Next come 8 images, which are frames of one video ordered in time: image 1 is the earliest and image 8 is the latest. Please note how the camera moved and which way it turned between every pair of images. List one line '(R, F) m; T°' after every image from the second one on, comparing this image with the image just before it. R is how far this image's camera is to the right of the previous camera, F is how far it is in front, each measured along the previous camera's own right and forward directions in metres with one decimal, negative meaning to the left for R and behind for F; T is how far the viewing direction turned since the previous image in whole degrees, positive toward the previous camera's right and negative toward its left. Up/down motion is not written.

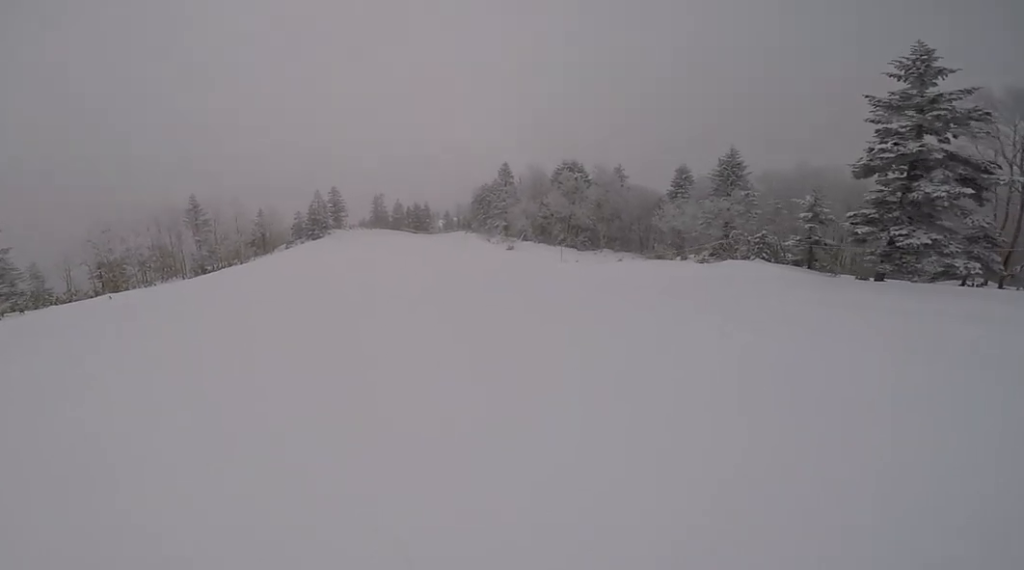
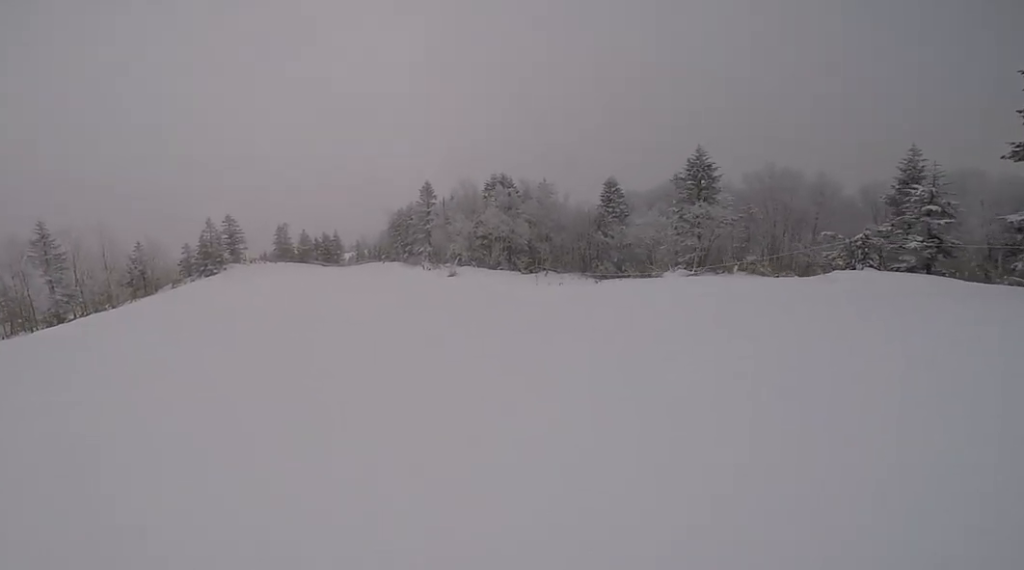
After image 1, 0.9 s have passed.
(+0.6, +7.4) m; +2°
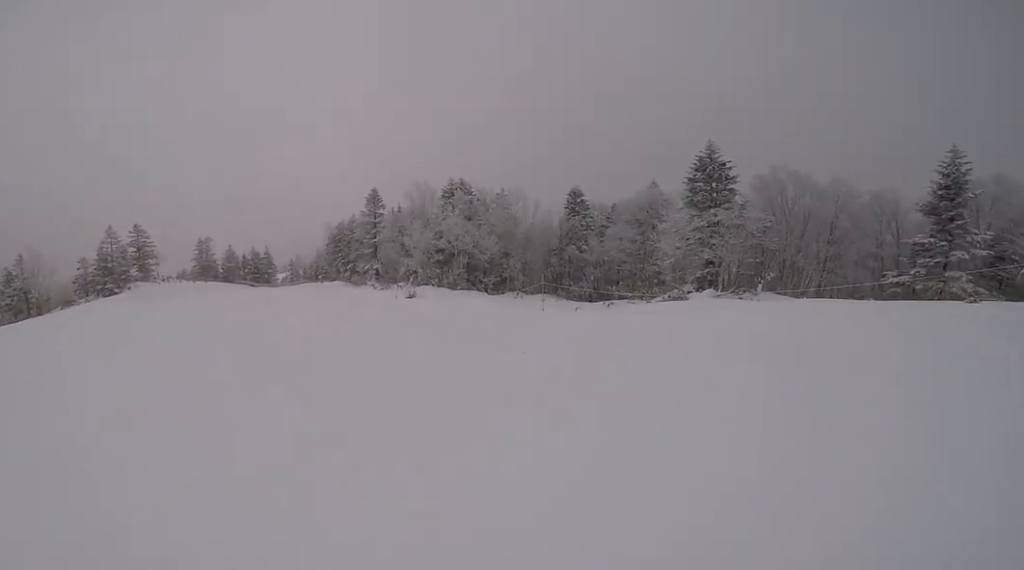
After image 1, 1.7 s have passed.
(-0.2, +7.1) m; 0°
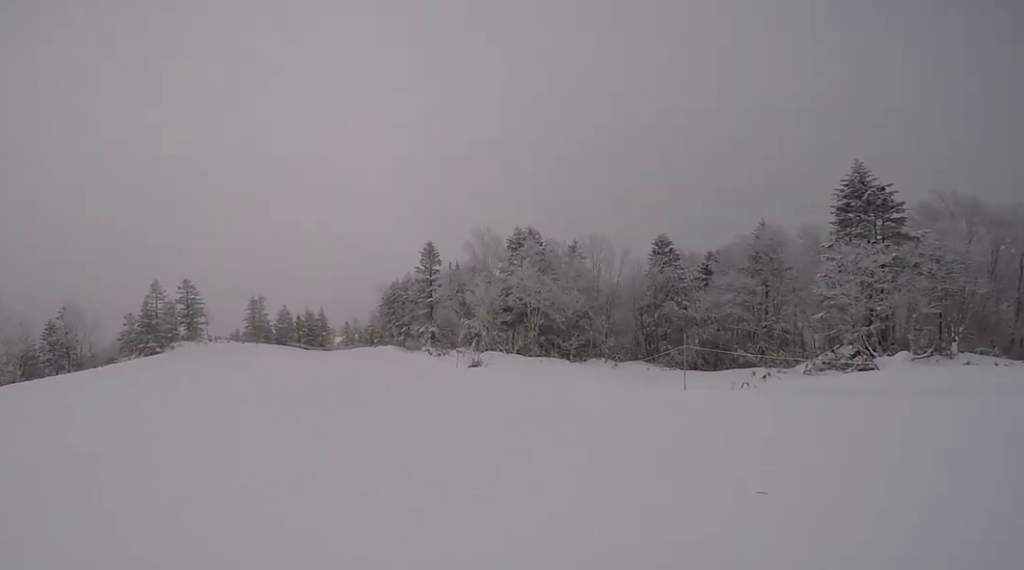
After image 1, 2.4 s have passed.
(0.0, +5.1) m; -2°
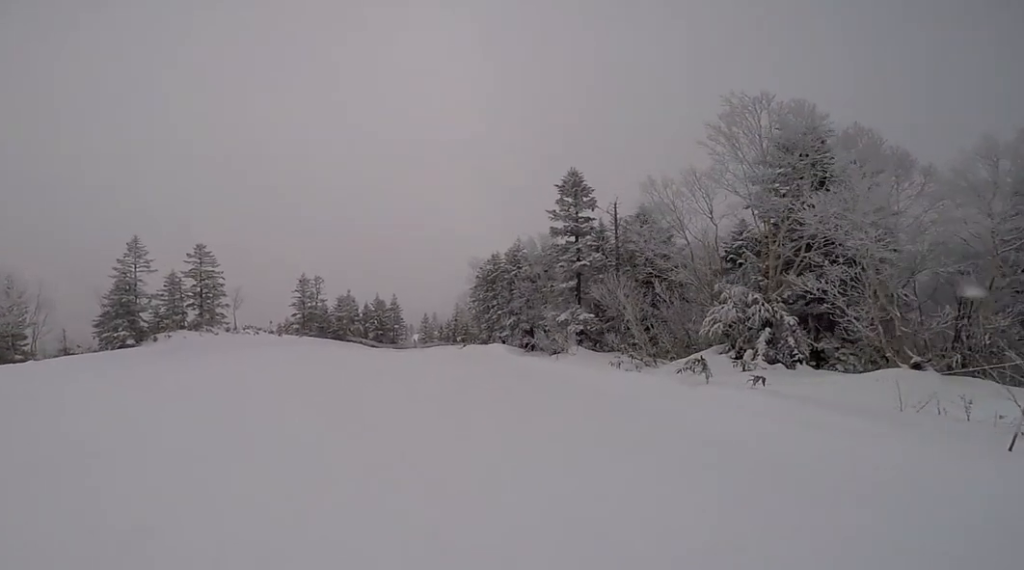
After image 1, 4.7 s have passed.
(-1.3, +17.9) m; -6°
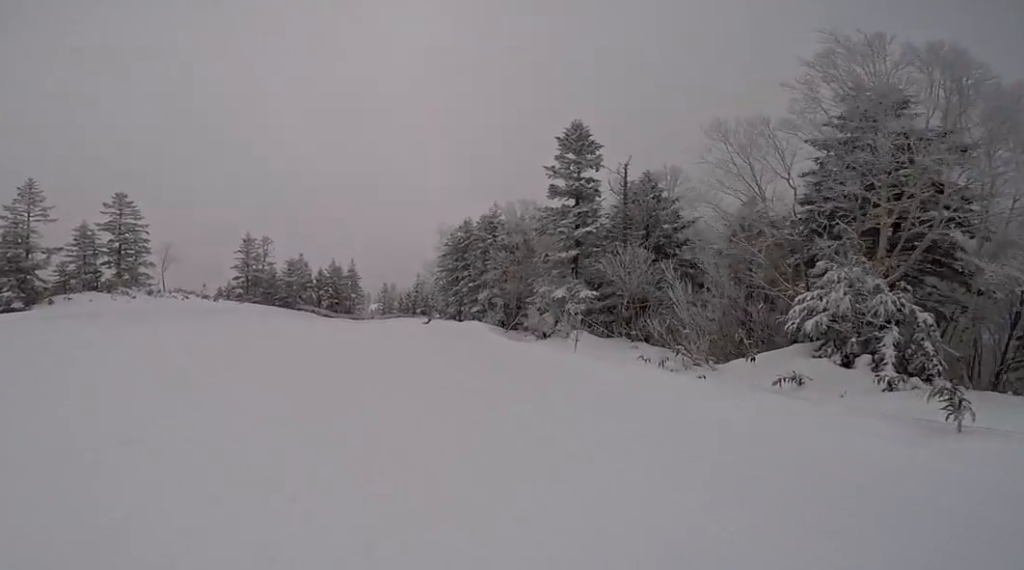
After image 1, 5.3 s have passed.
(+0.3, +4.6) m; 0°
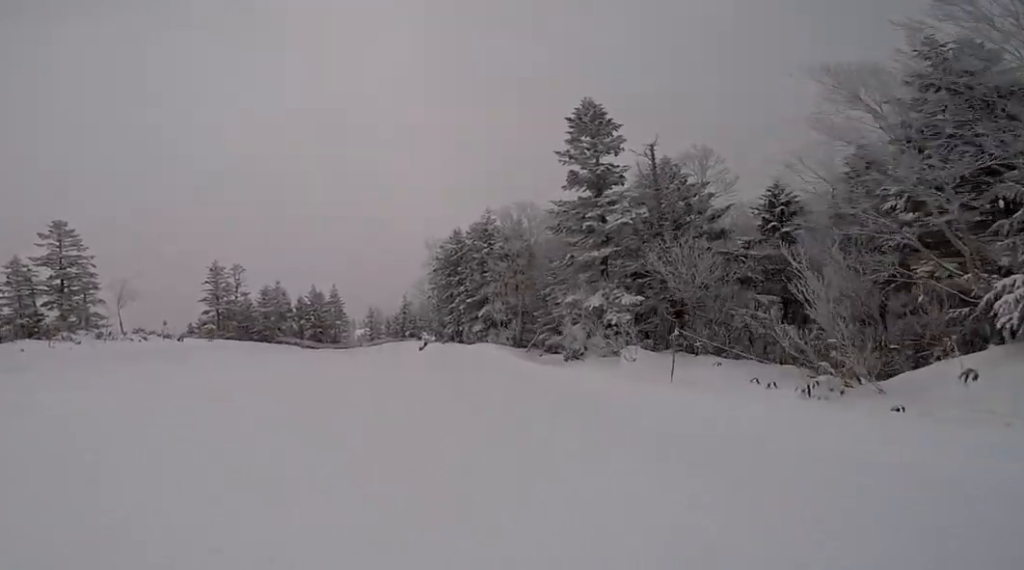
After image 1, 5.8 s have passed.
(-0.7, +4.1) m; 0°
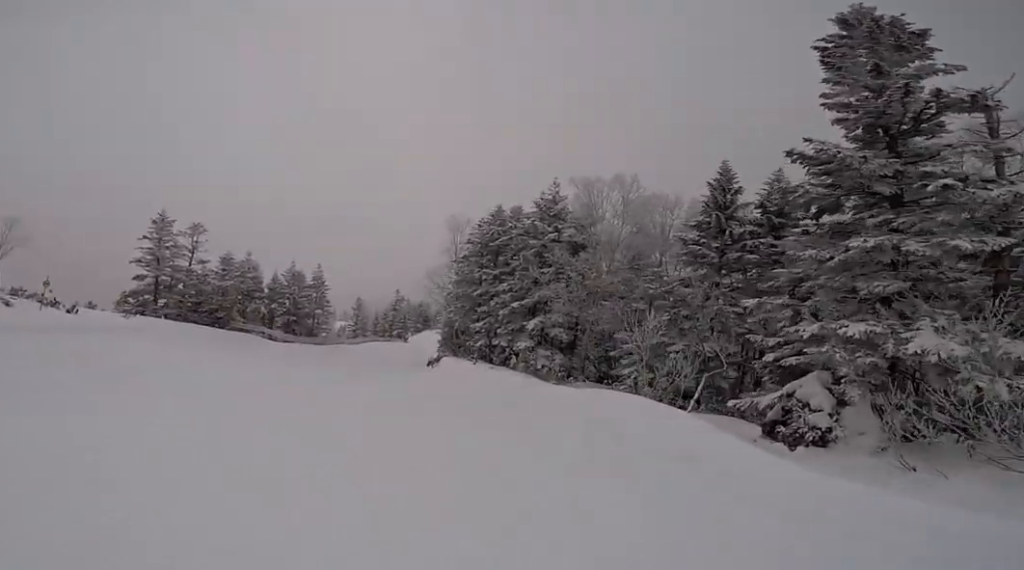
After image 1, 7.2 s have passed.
(+0.8, +10.4) m; +1°
